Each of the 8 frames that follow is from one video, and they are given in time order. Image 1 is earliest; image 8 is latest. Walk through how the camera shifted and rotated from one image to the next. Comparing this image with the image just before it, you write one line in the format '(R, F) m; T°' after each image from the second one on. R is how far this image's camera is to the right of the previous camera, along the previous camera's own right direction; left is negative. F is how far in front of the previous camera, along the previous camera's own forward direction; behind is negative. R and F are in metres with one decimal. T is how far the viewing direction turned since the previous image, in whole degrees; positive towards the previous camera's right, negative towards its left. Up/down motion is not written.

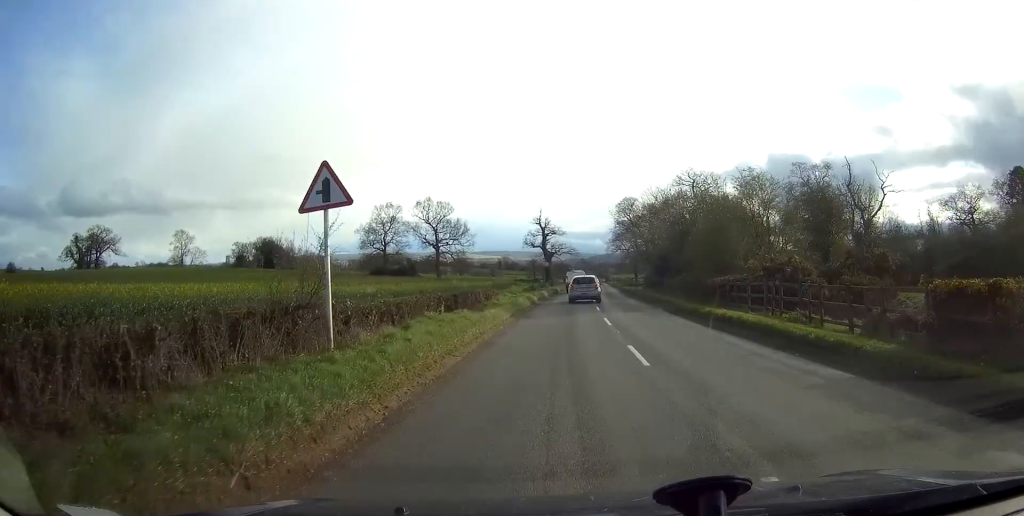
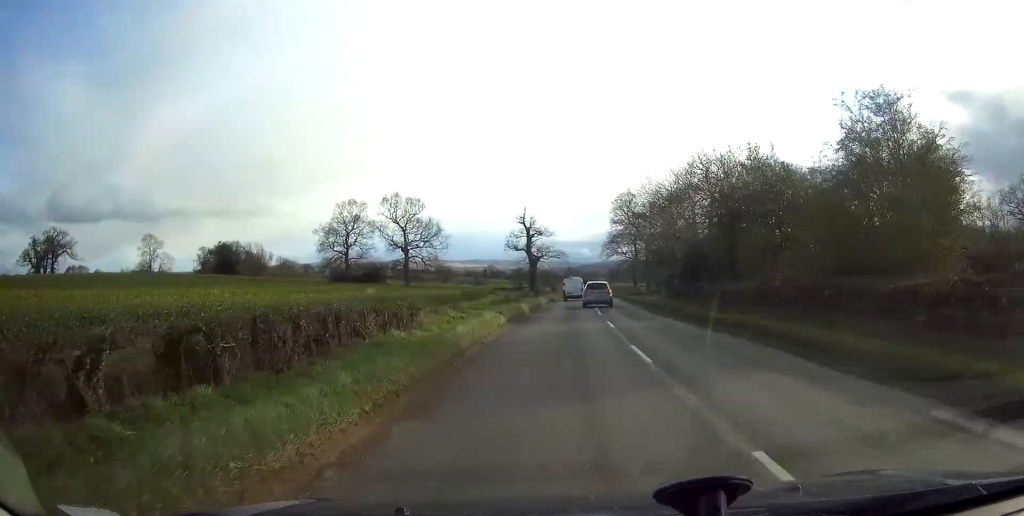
(+0.1, +17.5) m; +1°
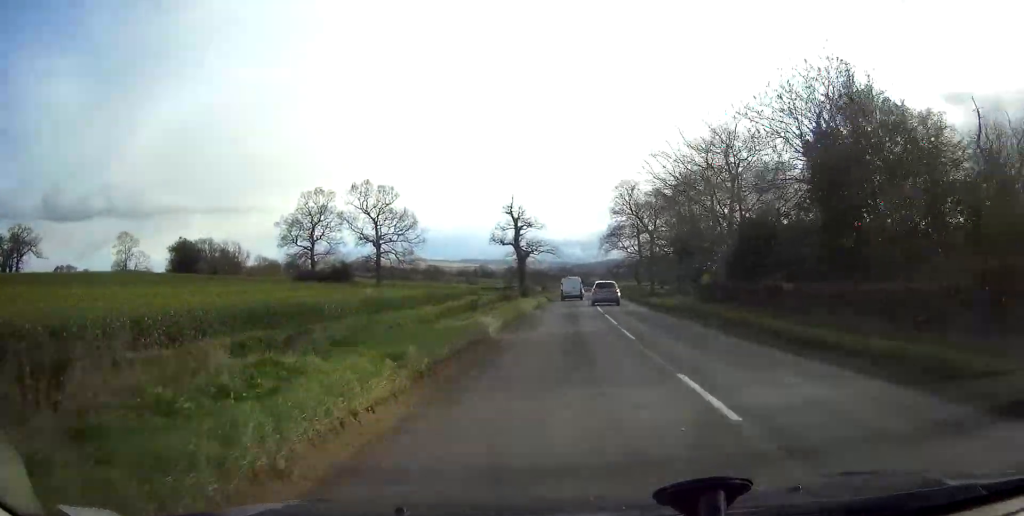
(0.0, +14.0) m; +1°
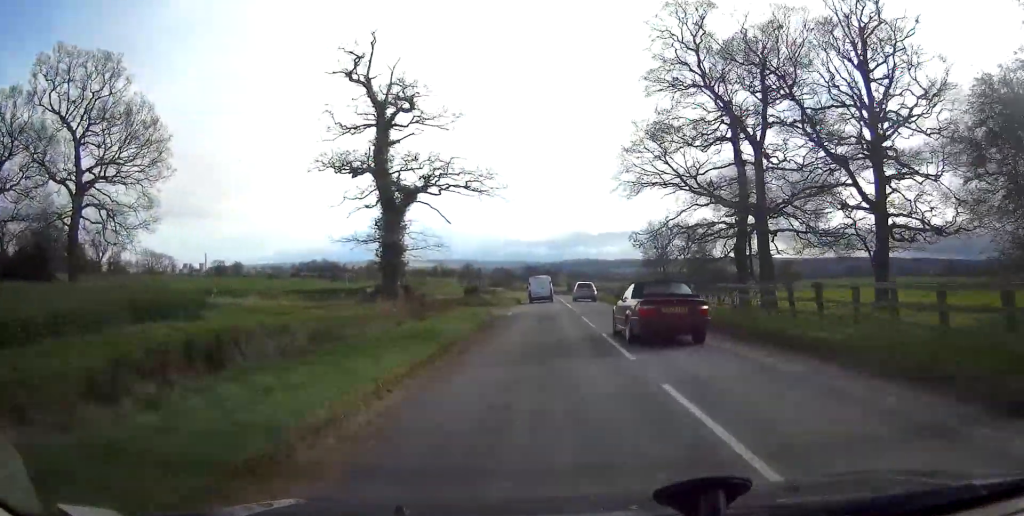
(+1.3, +65.2) m; +1°
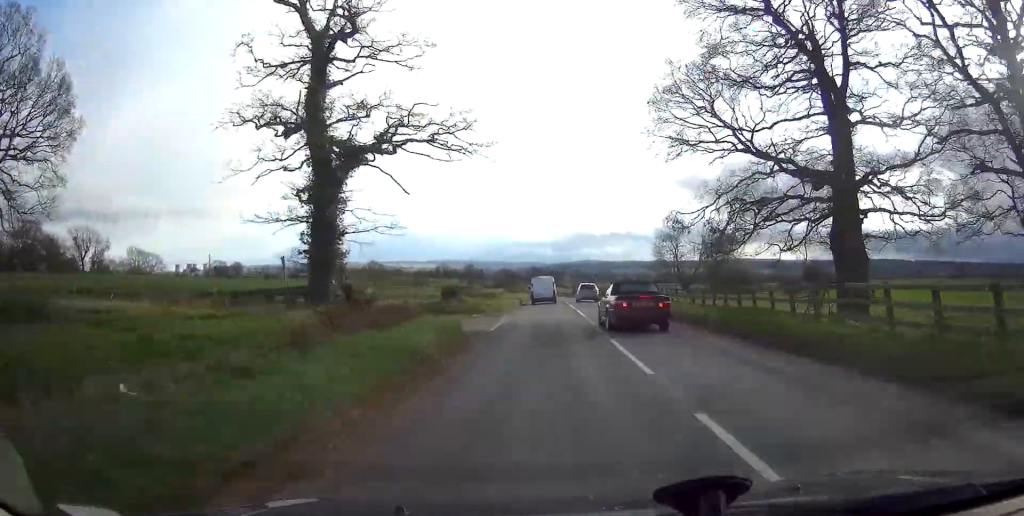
(0.0, +11.0) m; 0°
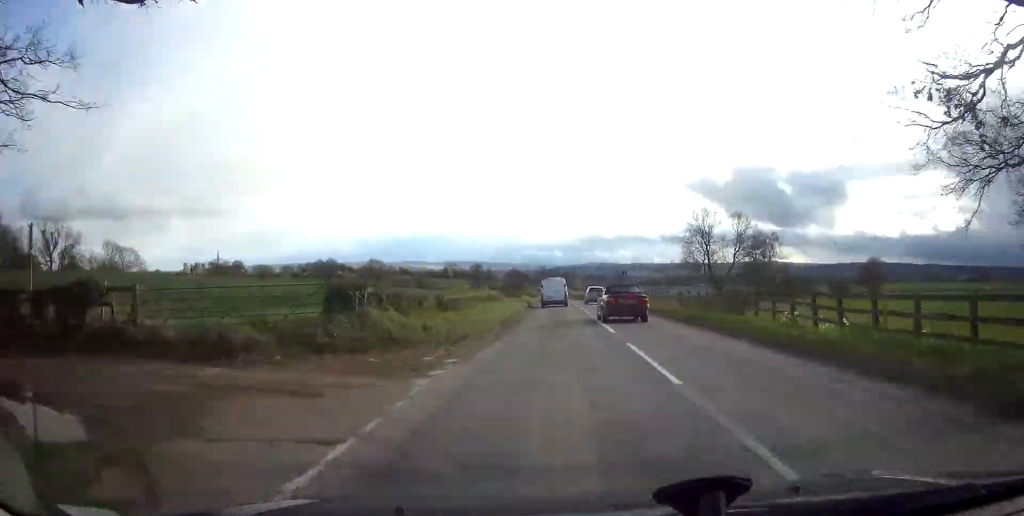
(0.0, +18.6) m; 0°
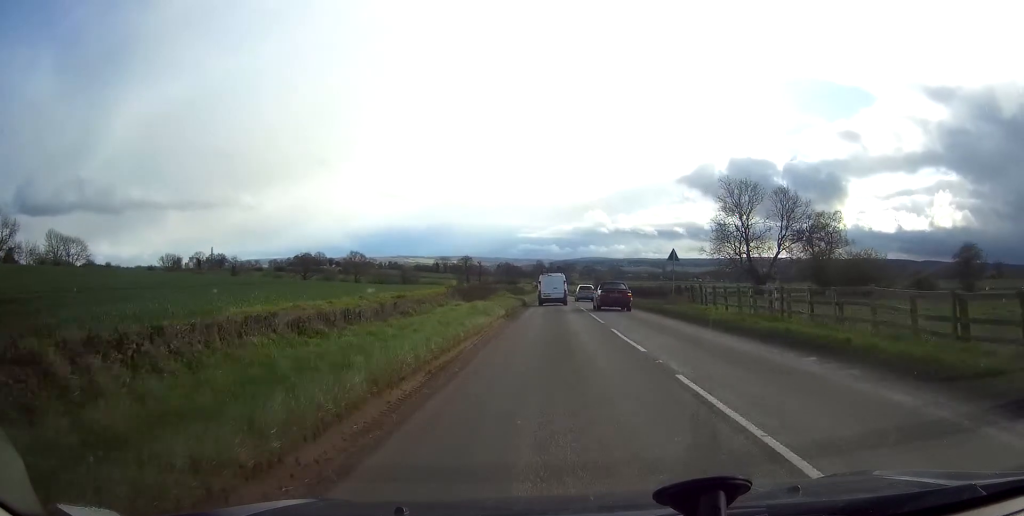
(0.0, +25.0) m; 0°
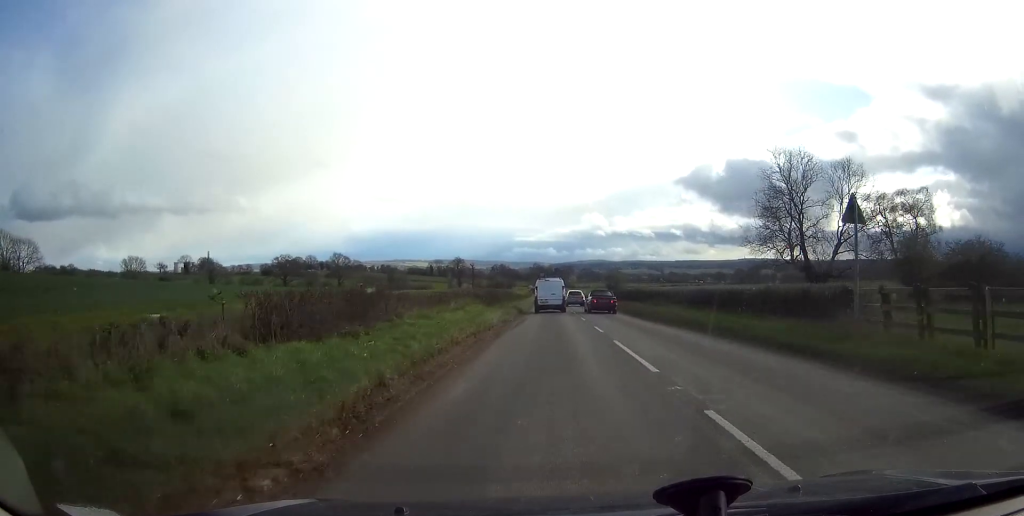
(+0.1, +20.7) m; 0°
